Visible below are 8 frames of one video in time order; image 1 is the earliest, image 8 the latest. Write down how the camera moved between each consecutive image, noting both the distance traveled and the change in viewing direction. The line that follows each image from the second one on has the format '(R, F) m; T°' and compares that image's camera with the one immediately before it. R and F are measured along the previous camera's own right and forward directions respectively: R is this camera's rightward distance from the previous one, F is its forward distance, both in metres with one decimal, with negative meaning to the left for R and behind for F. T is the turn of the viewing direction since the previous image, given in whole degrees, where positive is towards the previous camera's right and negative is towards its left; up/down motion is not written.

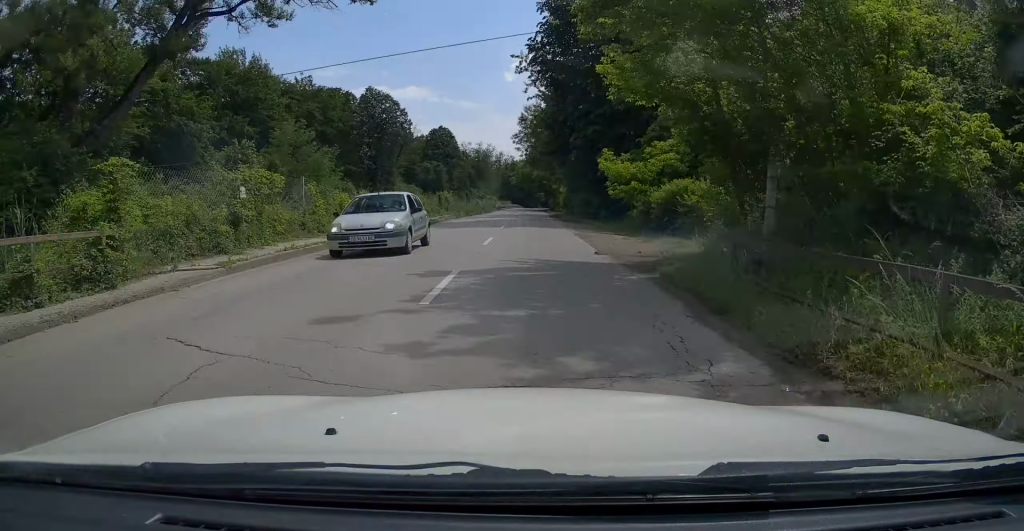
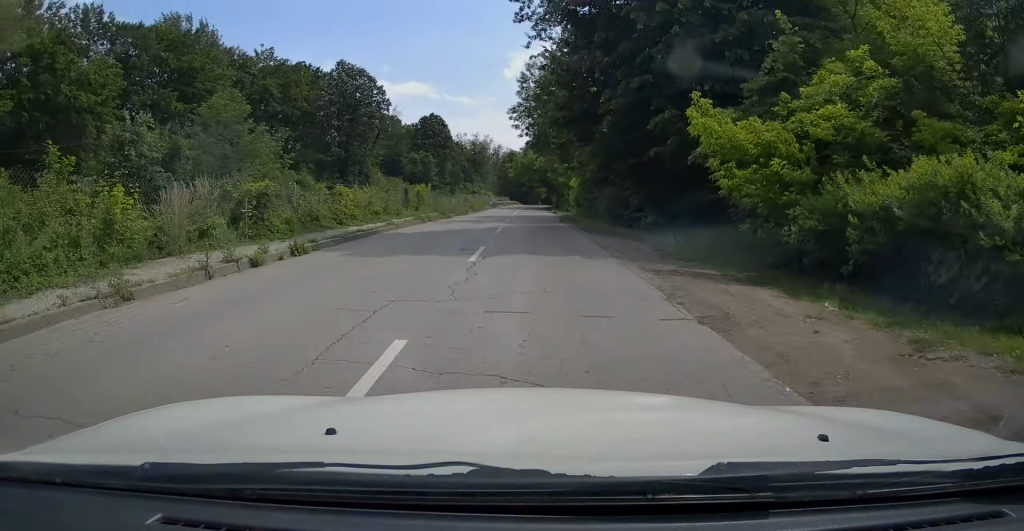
(0.0, +13.8) m; 0°
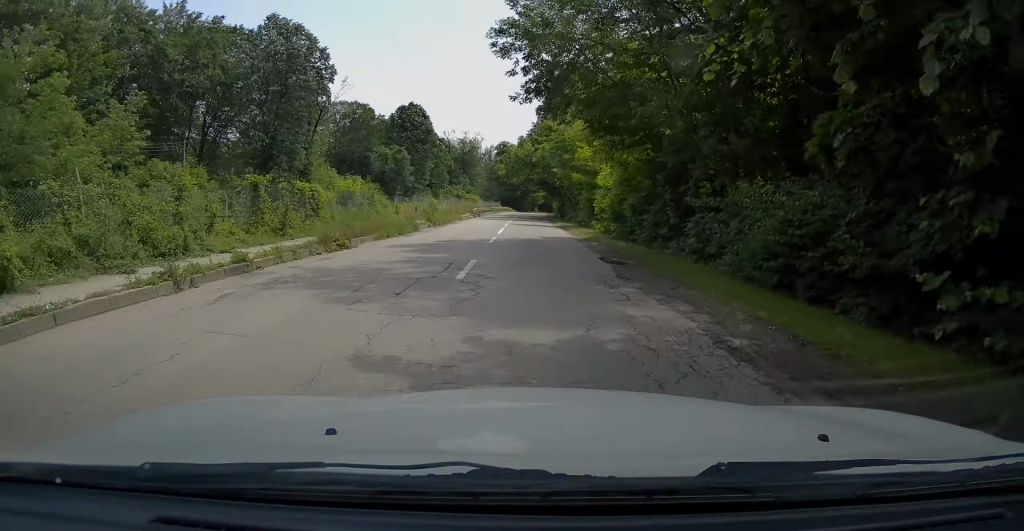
(+0.2, +20.1) m; +1°
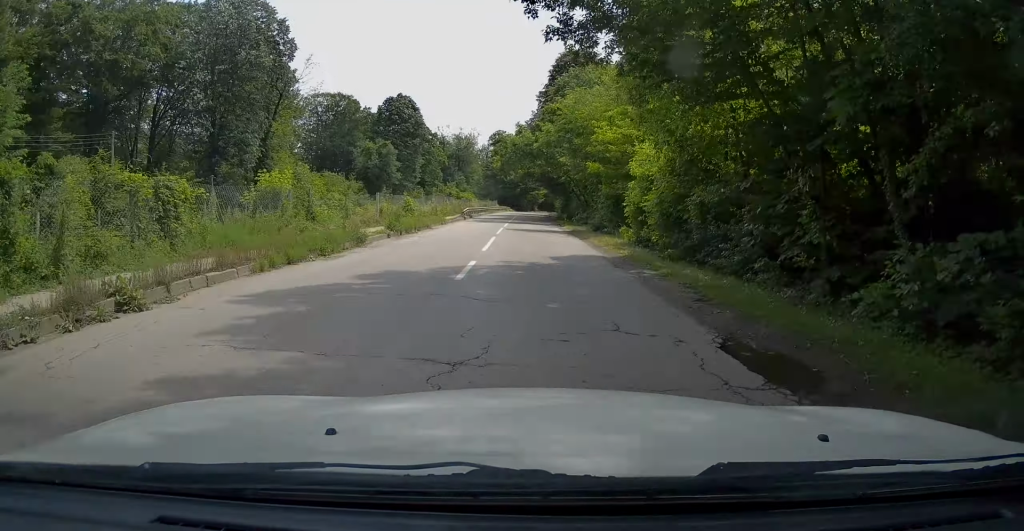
(+0.2, +8.9) m; 0°
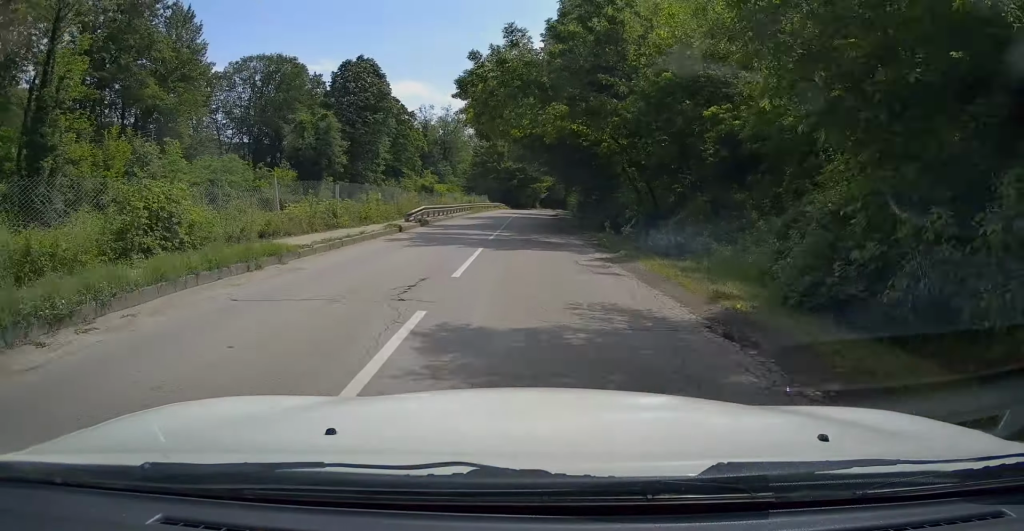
(-0.5, +24.0) m; -1°
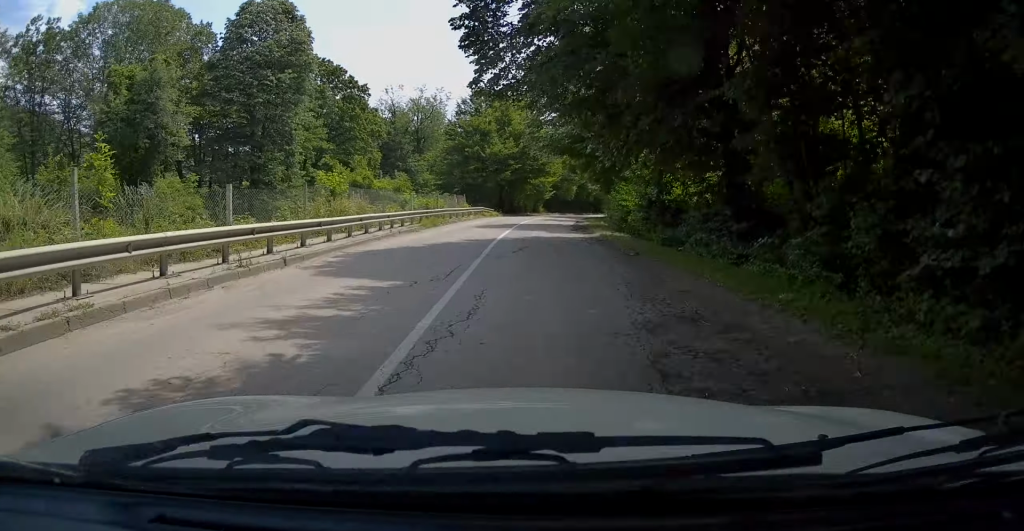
(0.0, +27.3) m; 0°
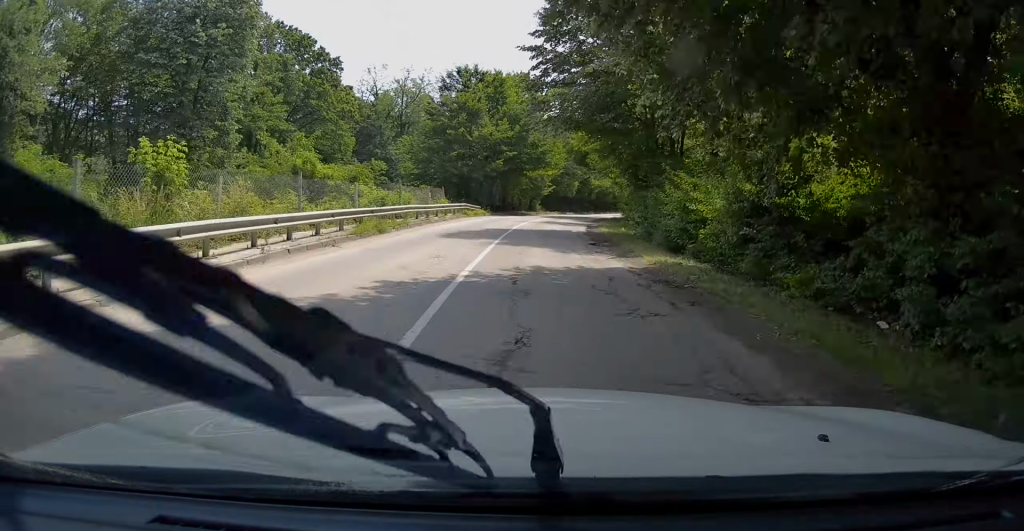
(0.0, +10.6) m; 0°
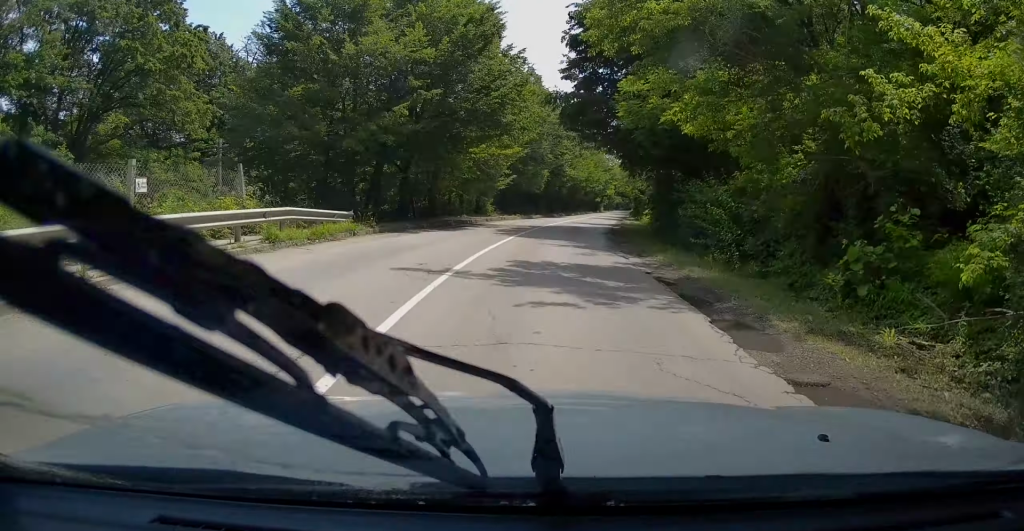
(+0.1, +24.3) m; +2°
